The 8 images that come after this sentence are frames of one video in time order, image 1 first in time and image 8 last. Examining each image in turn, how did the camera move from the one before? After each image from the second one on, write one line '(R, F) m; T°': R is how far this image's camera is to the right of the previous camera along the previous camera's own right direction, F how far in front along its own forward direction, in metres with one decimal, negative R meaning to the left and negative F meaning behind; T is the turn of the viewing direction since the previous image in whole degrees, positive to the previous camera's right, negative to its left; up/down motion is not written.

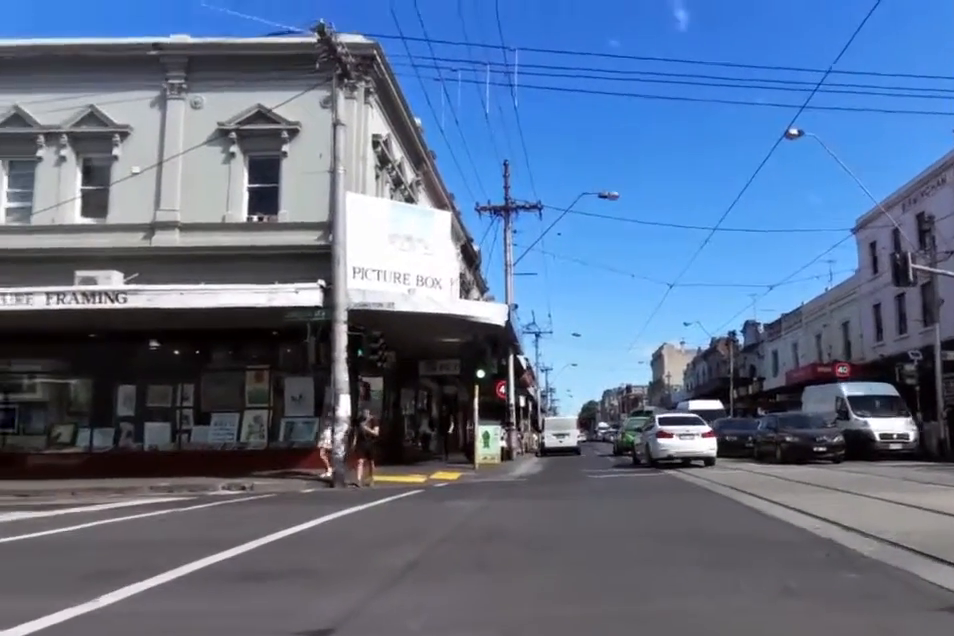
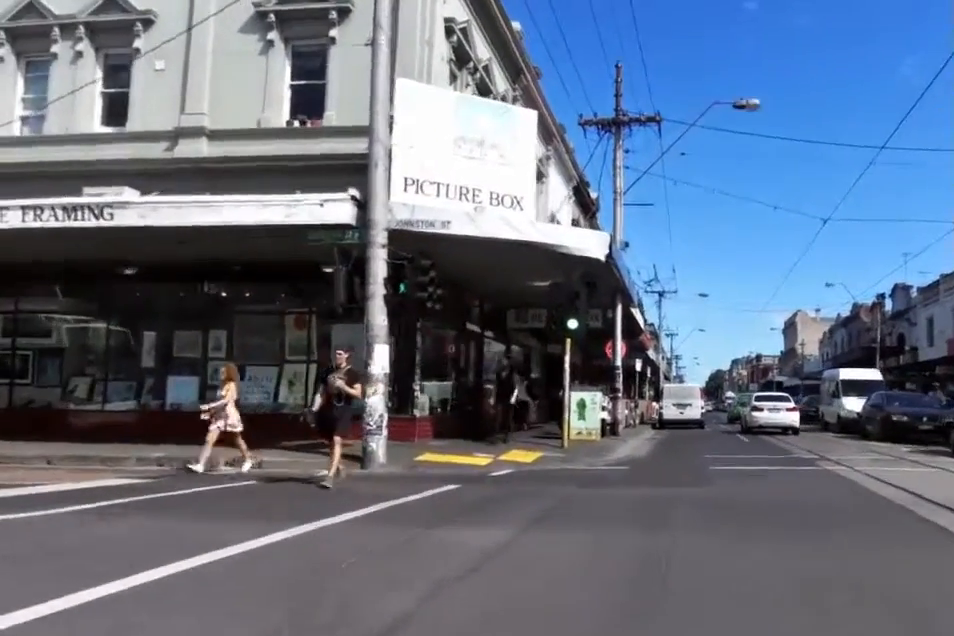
(0.0, +10.9) m; +2°
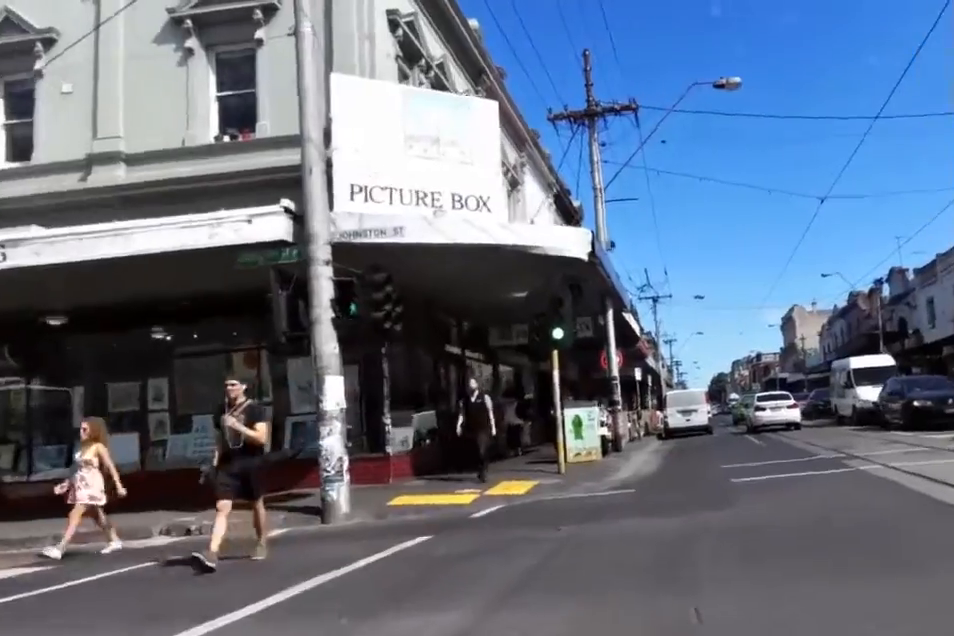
(+0.1, +2.5) m; +5°
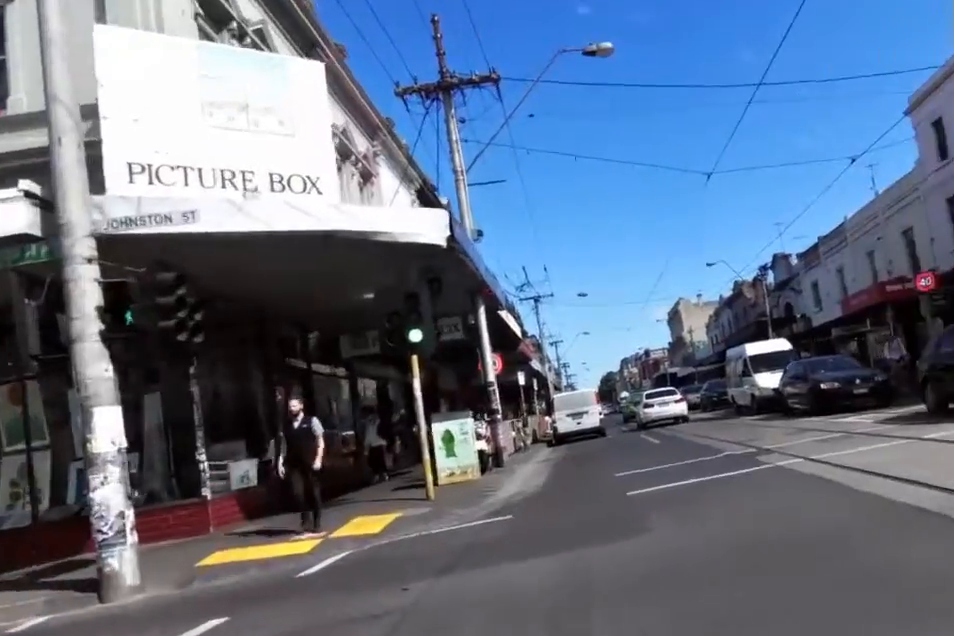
(-0.1, +2.3) m; +5°
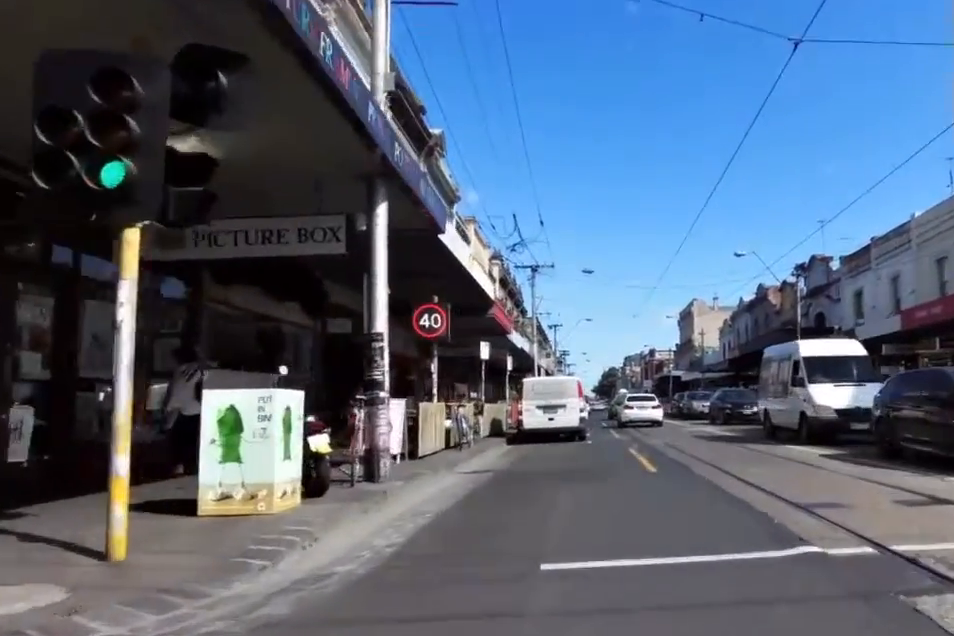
(+0.4, +8.5) m; 0°
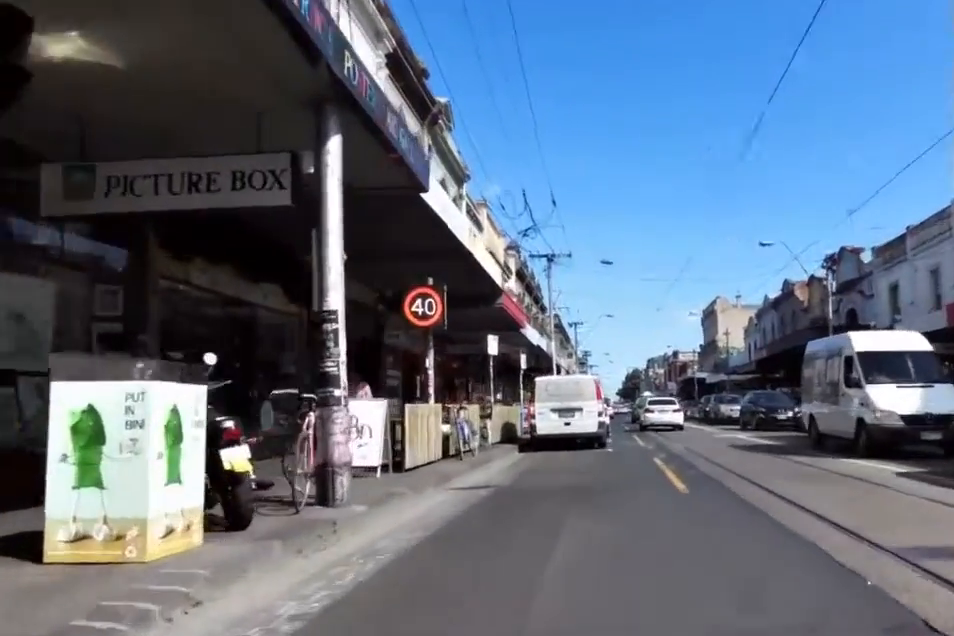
(-0.5, +2.2) m; +1°
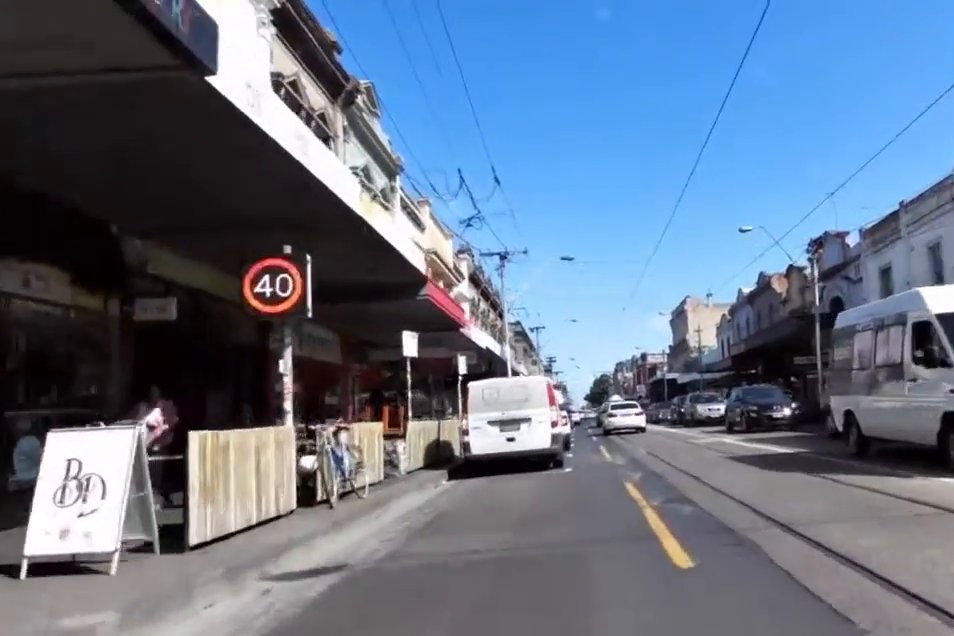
(+0.7, +4.2) m; +1°
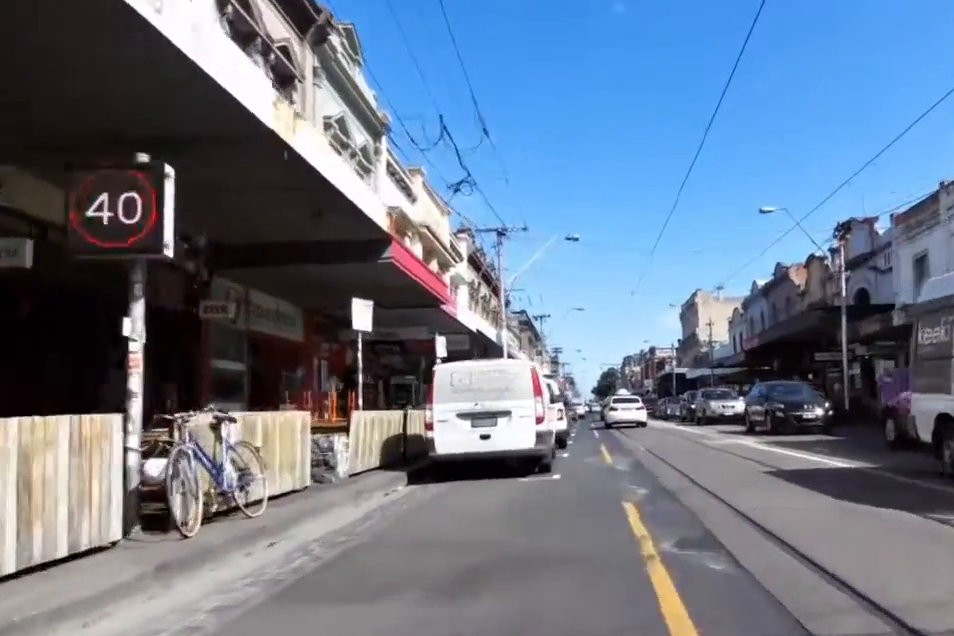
(+0.1, +2.8) m; 0°
